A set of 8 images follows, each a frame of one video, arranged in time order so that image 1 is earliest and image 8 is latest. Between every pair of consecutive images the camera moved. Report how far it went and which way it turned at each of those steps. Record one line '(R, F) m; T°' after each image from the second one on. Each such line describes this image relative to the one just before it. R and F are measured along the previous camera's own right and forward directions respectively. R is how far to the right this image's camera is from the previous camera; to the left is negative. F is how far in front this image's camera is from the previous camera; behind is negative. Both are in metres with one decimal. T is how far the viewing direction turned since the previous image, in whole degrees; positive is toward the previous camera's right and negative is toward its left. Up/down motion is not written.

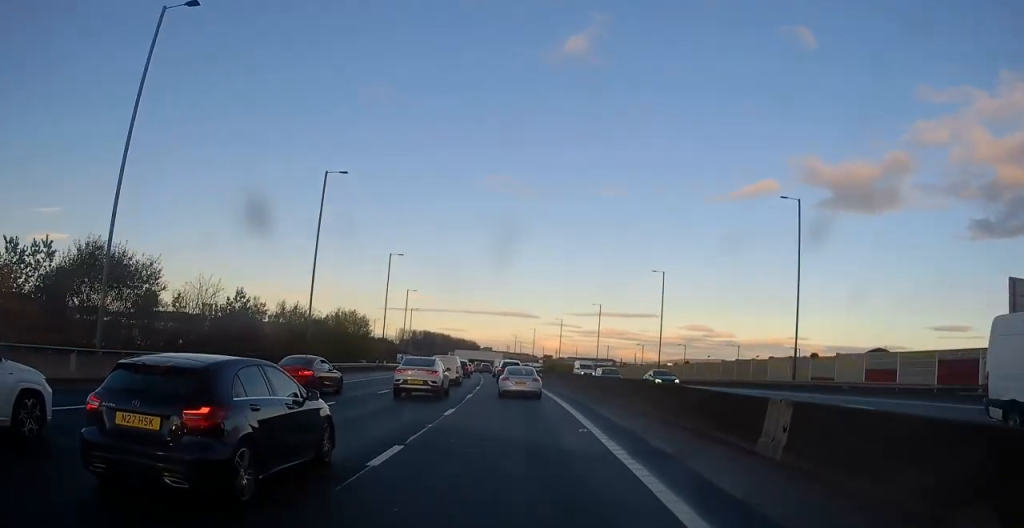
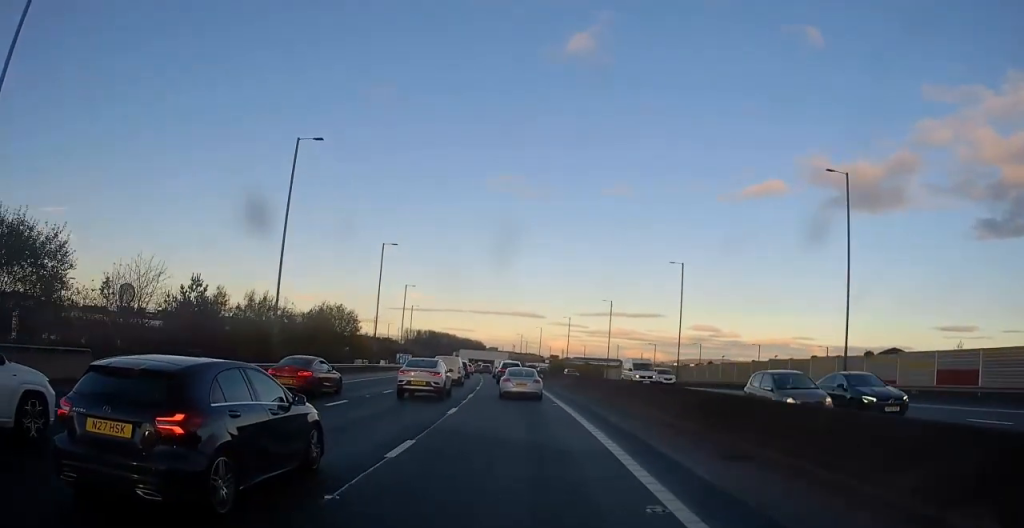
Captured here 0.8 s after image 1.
(+0.2, +7.7) m; -1°
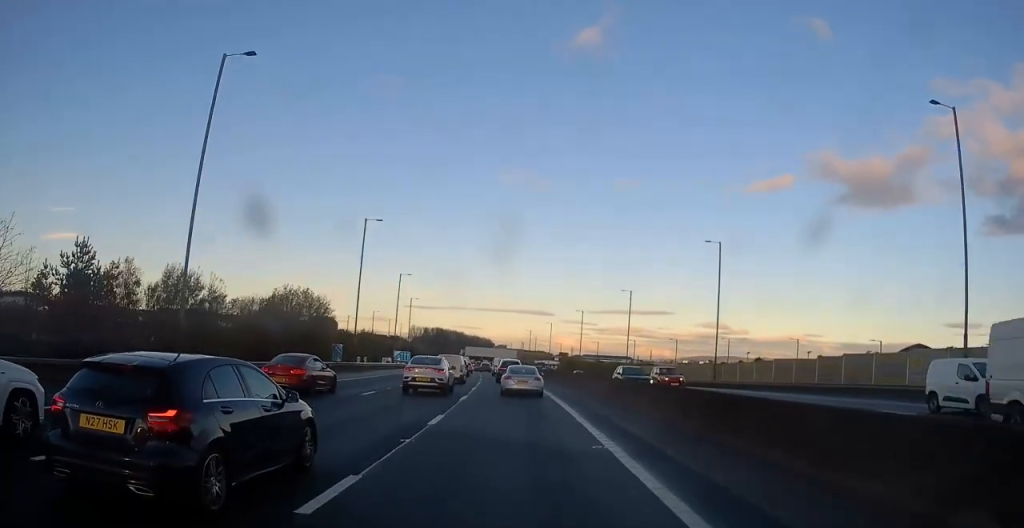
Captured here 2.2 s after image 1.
(-0.4, +12.8) m; -3°
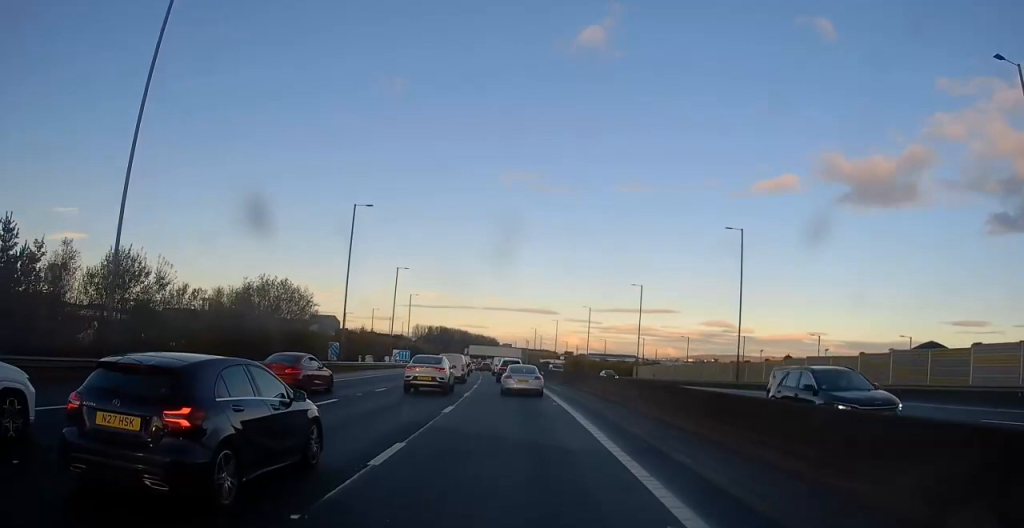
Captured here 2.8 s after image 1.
(0.0, +6.0) m; +1°
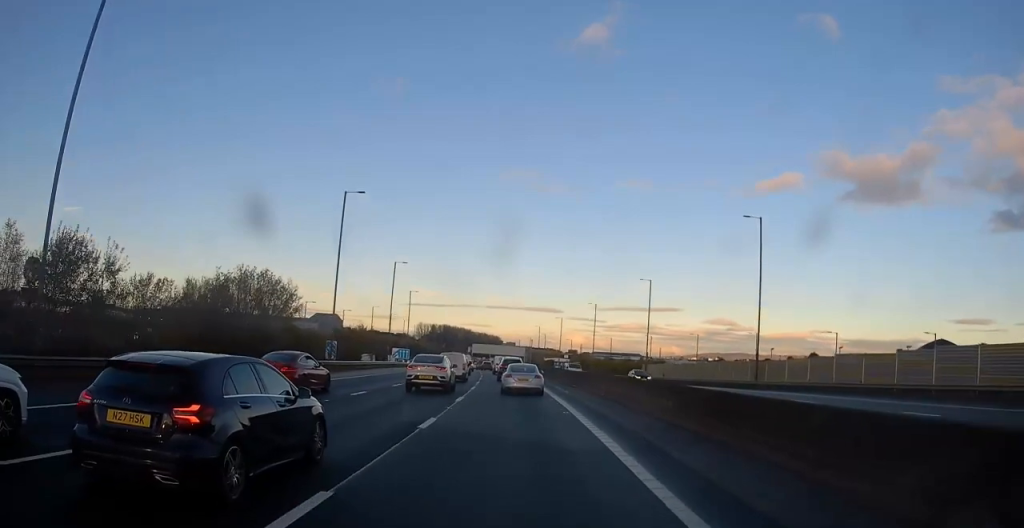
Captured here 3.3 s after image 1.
(0.0, +4.4) m; 0°
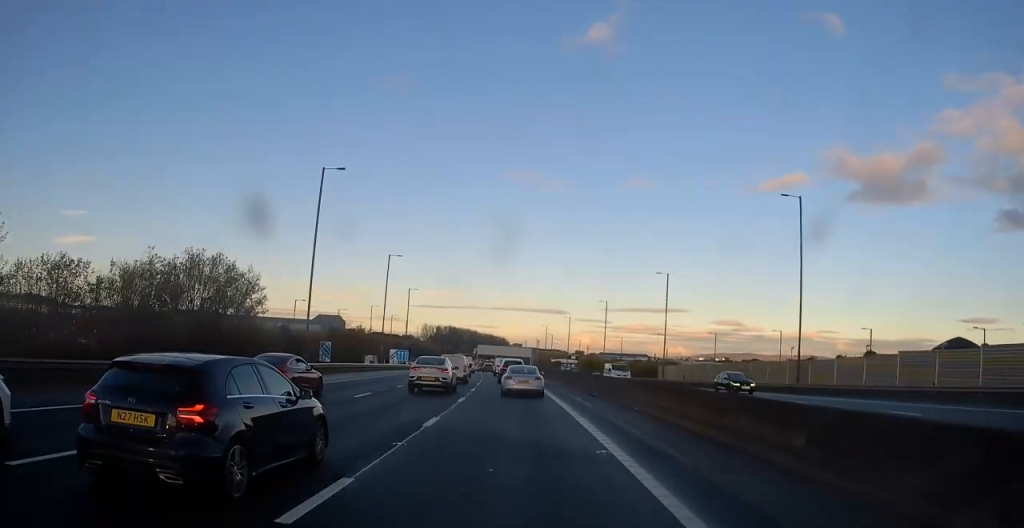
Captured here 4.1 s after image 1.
(+0.3, +7.9) m; -2°
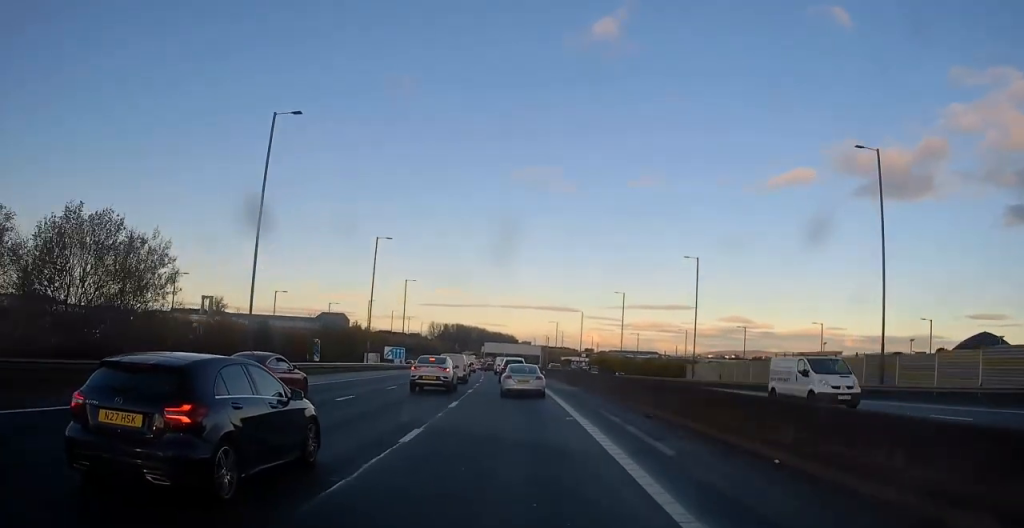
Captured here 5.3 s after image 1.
(-0.6, +11.4) m; 0°
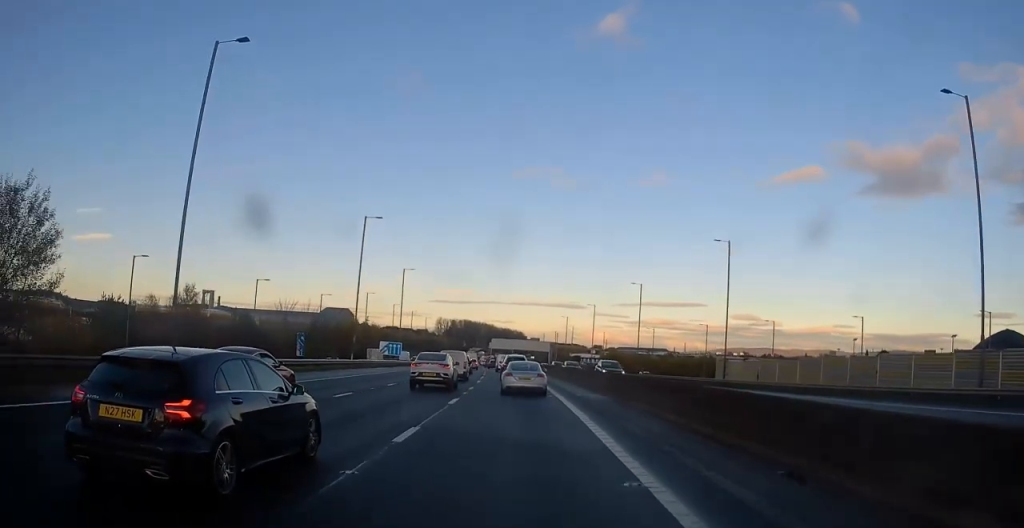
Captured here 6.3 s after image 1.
(+0.5, +9.1) m; 0°
